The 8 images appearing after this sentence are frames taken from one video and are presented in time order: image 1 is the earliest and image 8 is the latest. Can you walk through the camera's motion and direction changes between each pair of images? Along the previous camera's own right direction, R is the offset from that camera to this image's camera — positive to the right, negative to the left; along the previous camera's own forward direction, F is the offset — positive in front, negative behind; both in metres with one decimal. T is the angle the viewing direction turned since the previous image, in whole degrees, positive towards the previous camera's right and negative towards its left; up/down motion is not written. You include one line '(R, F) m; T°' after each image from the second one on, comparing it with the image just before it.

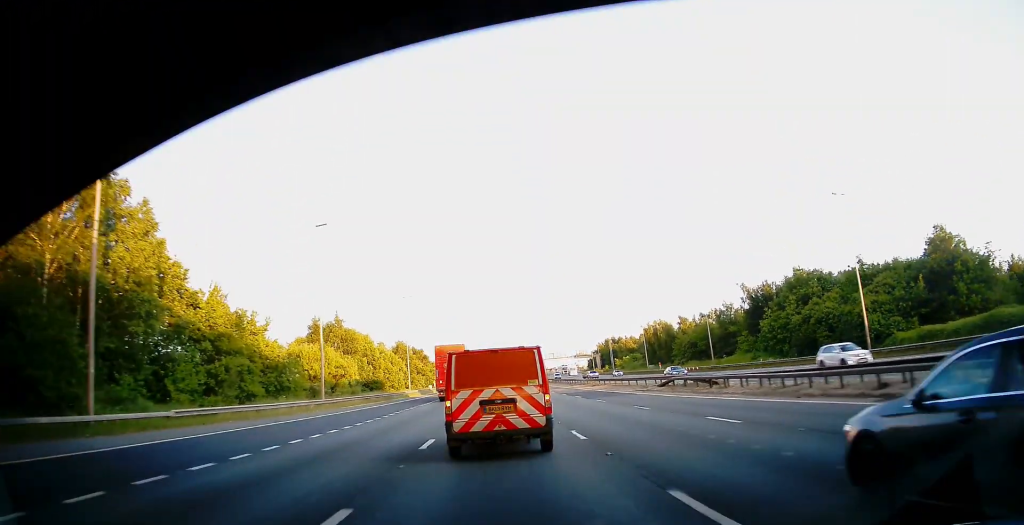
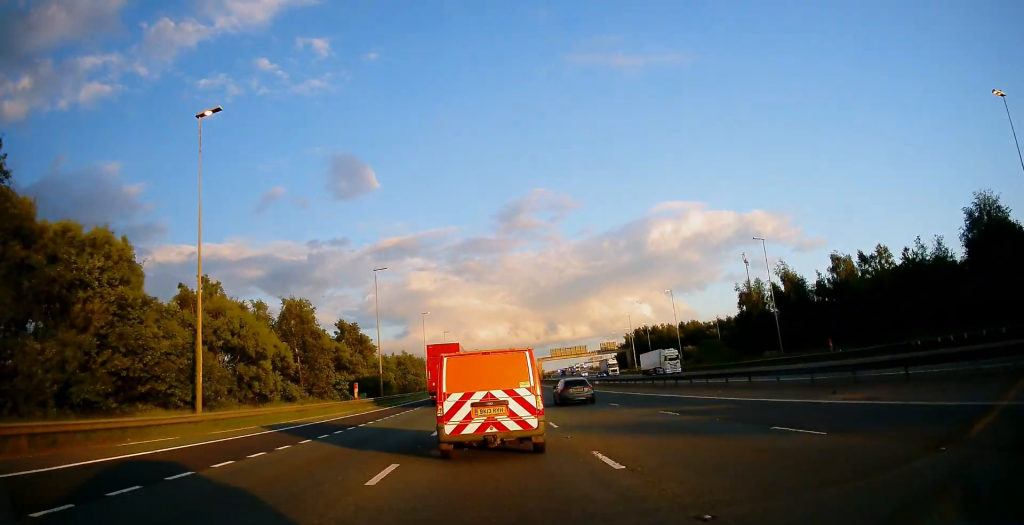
(-0.7, +57.4) m; -1°
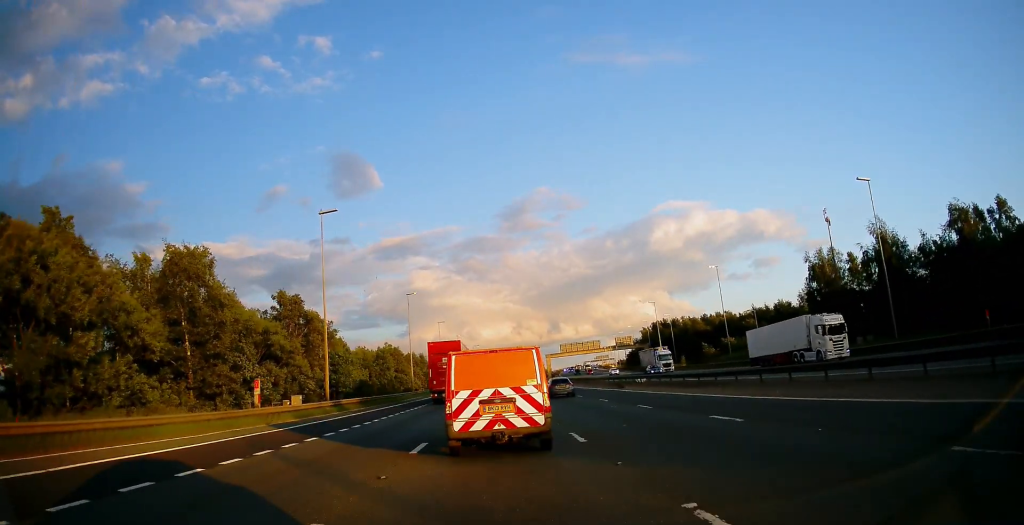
(+0.1, +19.0) m; 0°
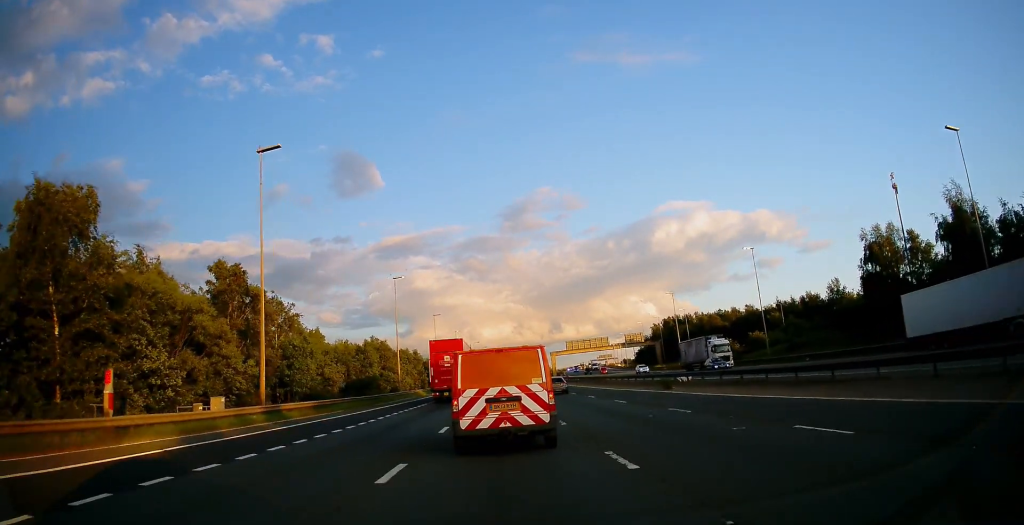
(0.0, +11.3) m; 0°
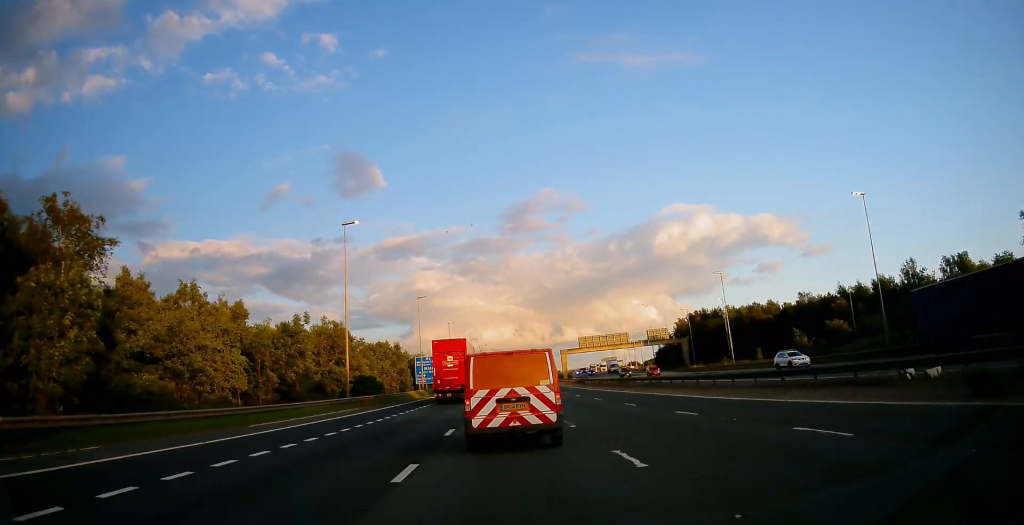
(-0.2, +24.9) m; 0°
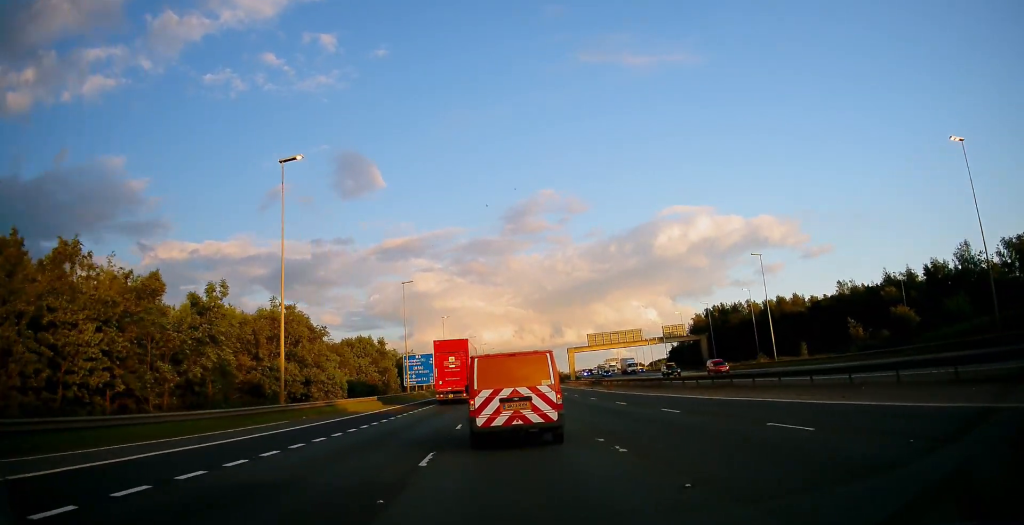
(-0.1, +14.4) m; 0°
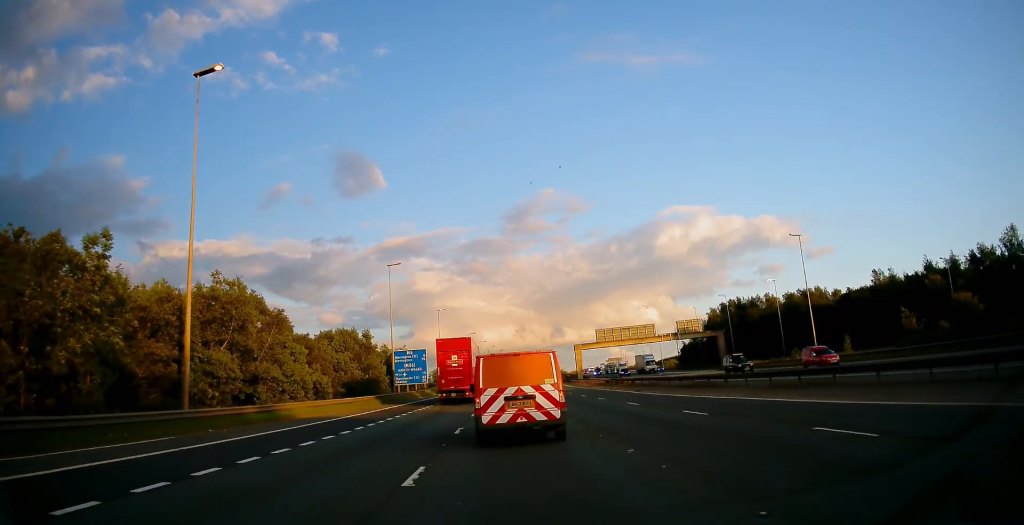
(+0.1, +10.5) m; 0°
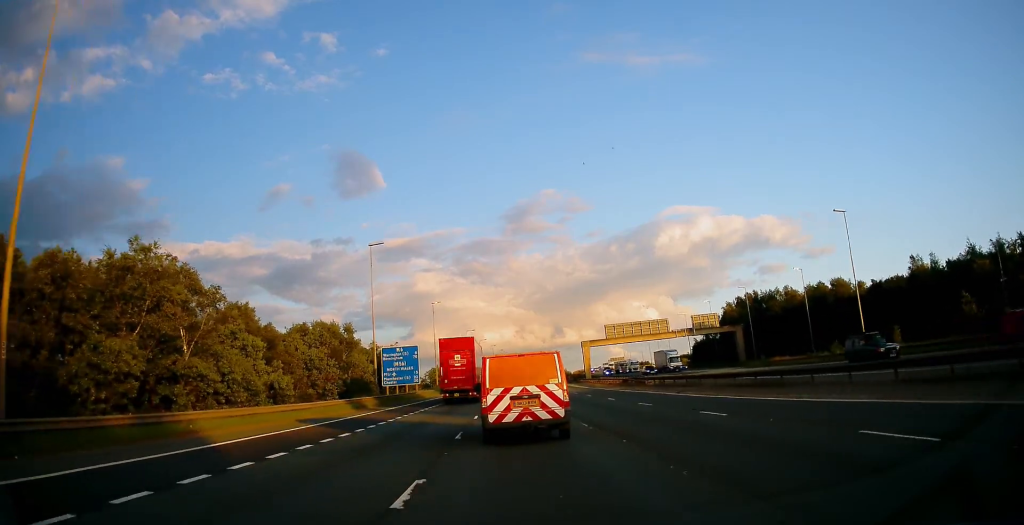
(+0.1, +10.5) m; 0°
